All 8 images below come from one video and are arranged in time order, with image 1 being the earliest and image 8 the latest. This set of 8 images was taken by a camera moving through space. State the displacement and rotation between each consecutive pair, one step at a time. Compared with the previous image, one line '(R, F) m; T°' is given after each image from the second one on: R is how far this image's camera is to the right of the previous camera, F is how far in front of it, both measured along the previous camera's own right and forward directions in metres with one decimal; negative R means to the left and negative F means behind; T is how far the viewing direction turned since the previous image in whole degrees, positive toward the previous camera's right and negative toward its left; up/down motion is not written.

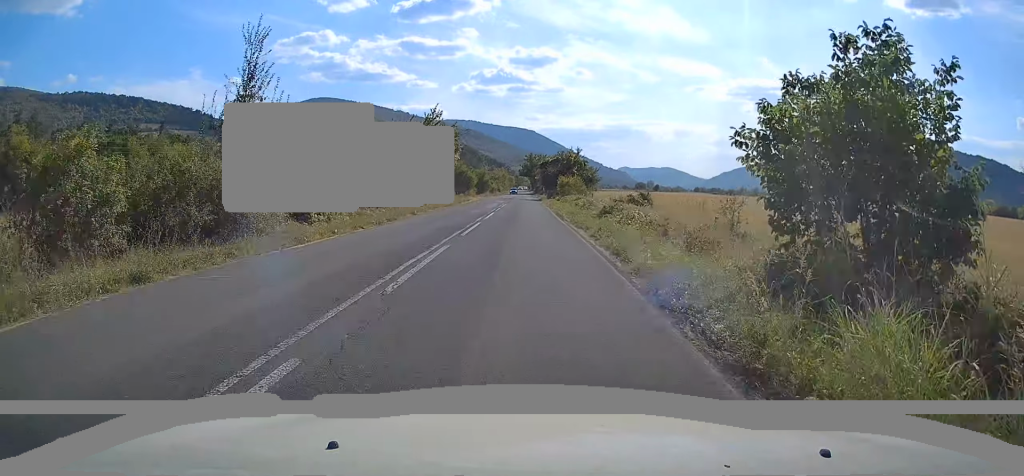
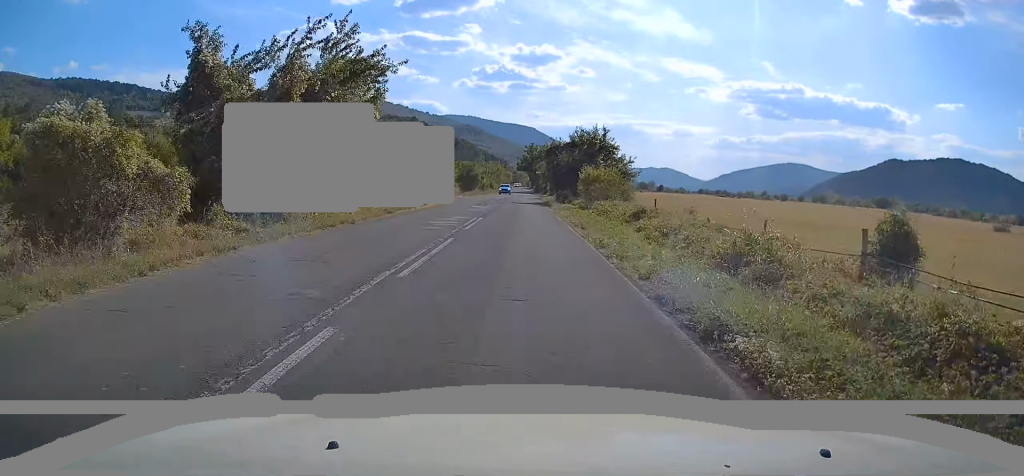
(+0.2, +26.3) m; +1°
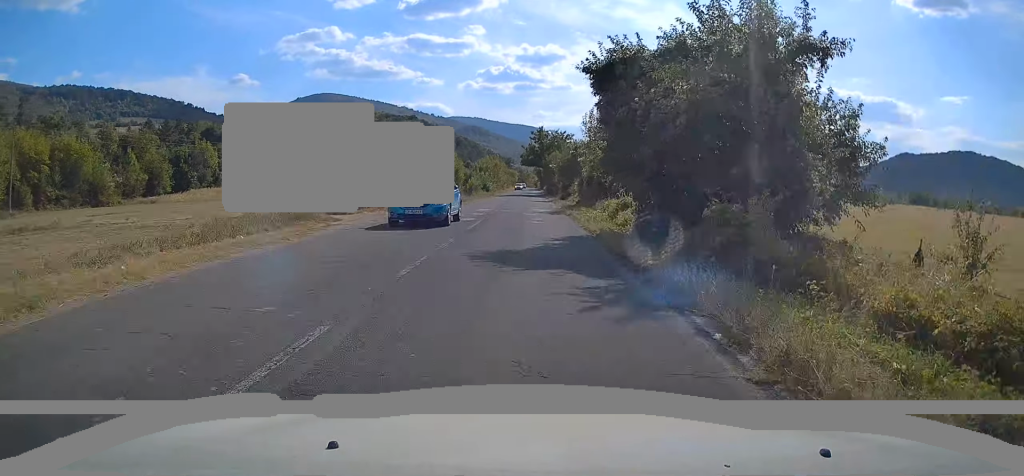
(-0.1, +36.5) m; -1°
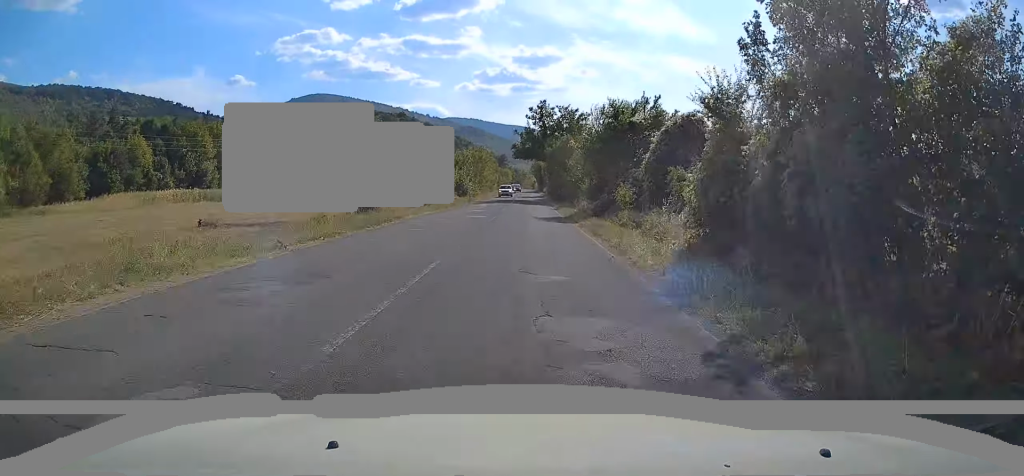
(+0.2, +30.8) m; +1°
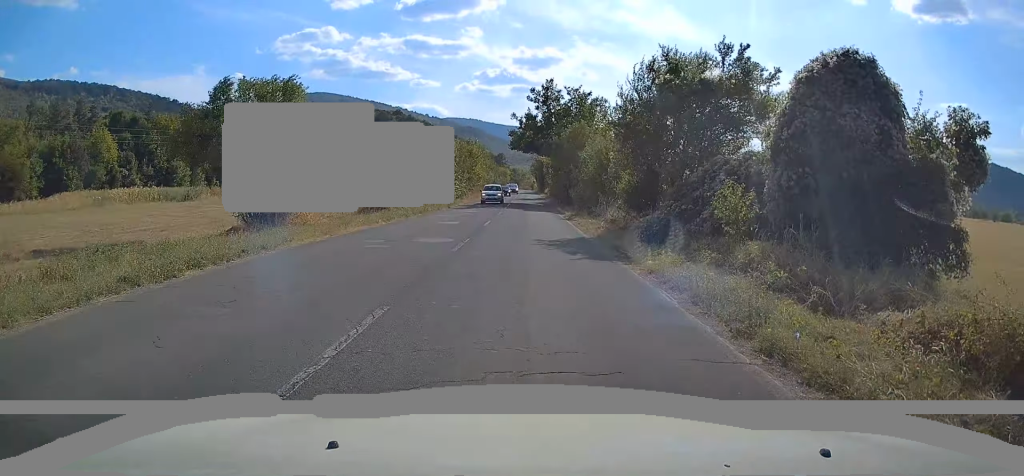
(+0.1, +13.5) m; 0°
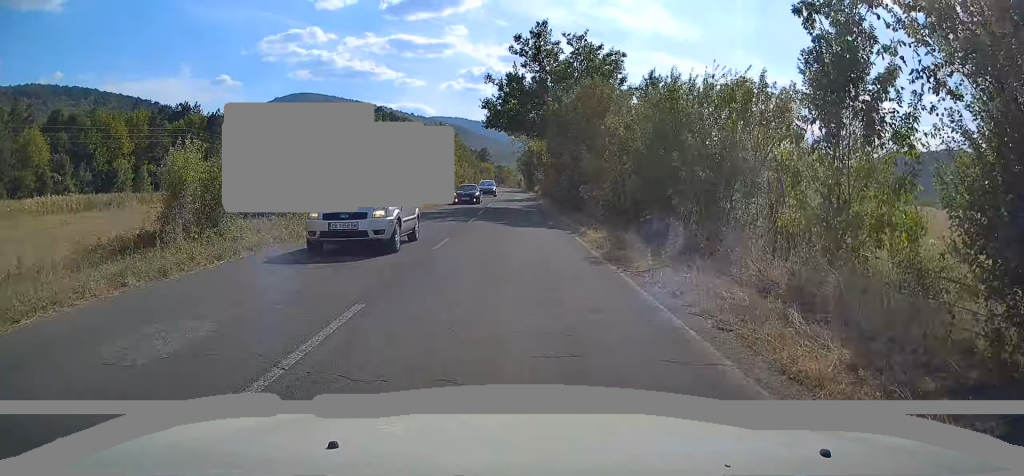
(-0.2, +18.1) m; 0°
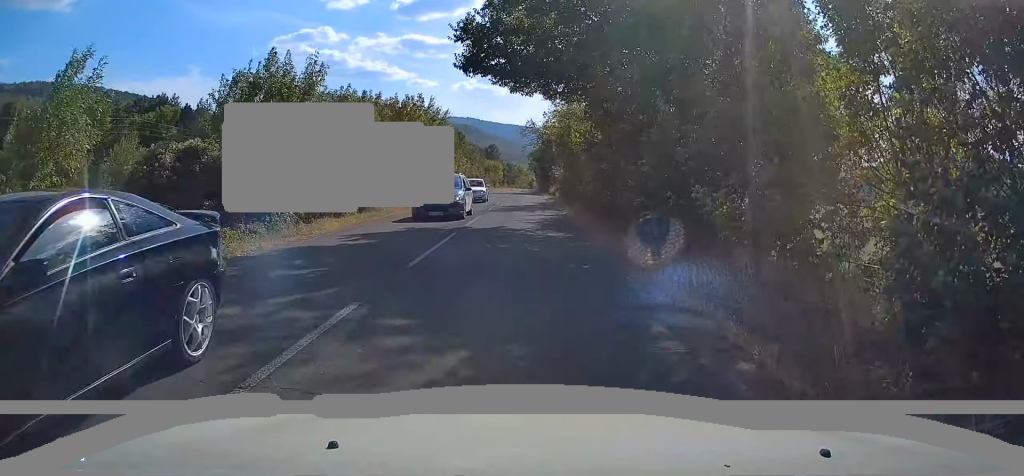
(-0.1, +18.1) m; 0°
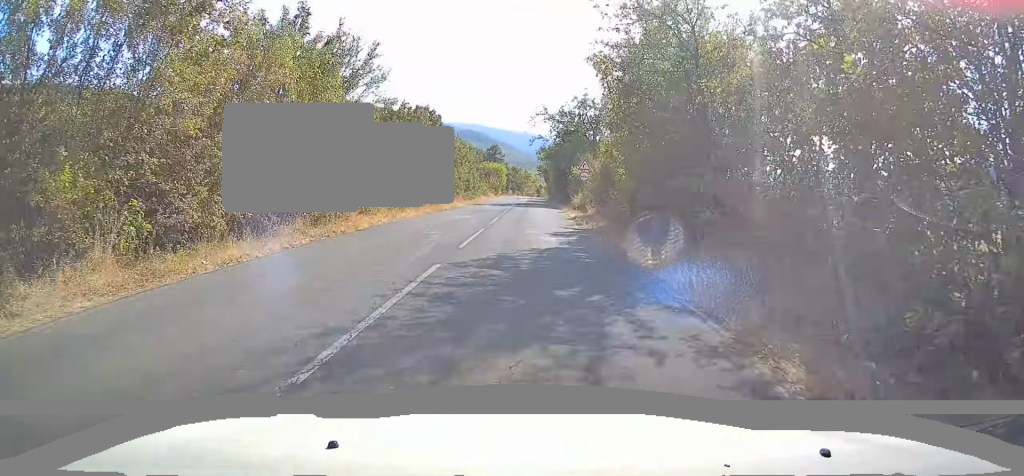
(+0.2, +23.5) m; 0°
